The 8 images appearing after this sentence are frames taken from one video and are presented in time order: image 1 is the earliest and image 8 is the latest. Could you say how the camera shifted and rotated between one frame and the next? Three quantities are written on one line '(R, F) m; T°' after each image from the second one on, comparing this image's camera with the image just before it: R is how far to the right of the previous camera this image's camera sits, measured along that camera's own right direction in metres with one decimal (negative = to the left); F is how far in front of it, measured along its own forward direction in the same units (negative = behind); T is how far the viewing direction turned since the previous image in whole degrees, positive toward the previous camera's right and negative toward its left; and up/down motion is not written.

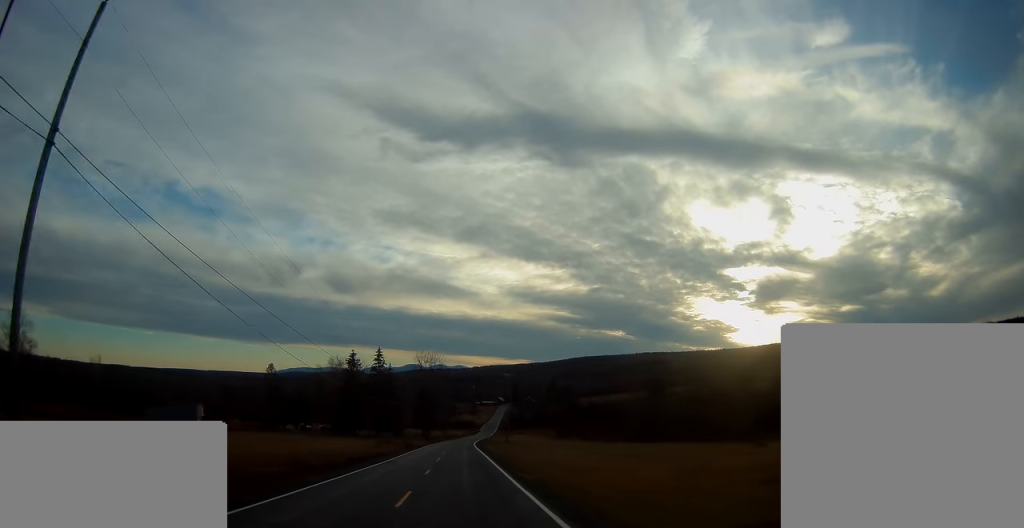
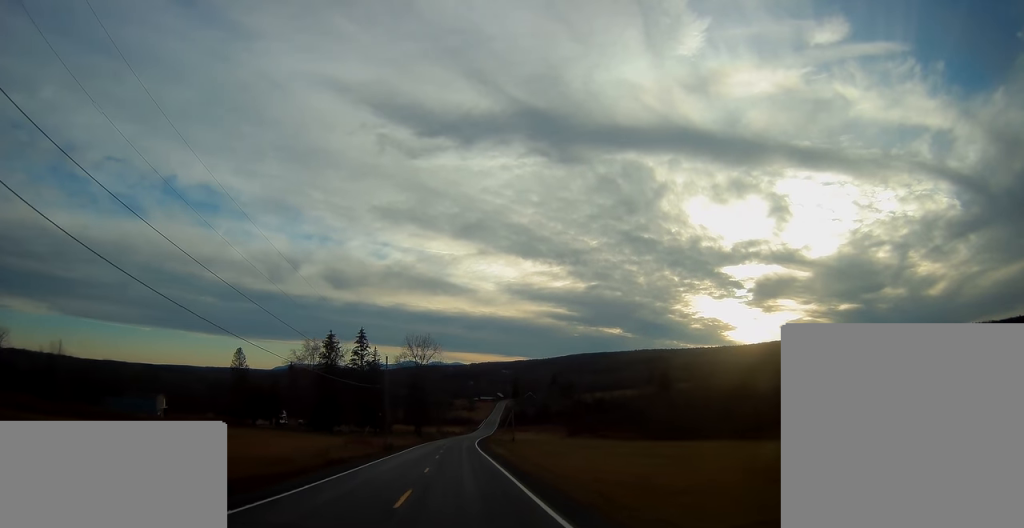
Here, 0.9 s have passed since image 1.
(-0.2, +22.3) m; 0°
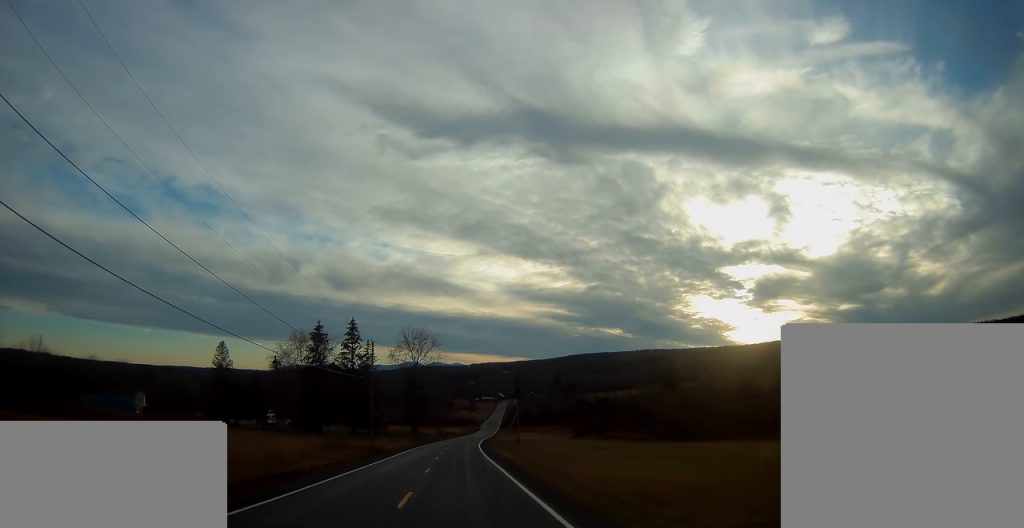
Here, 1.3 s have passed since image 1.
(0.0, +10.7) m; 0°
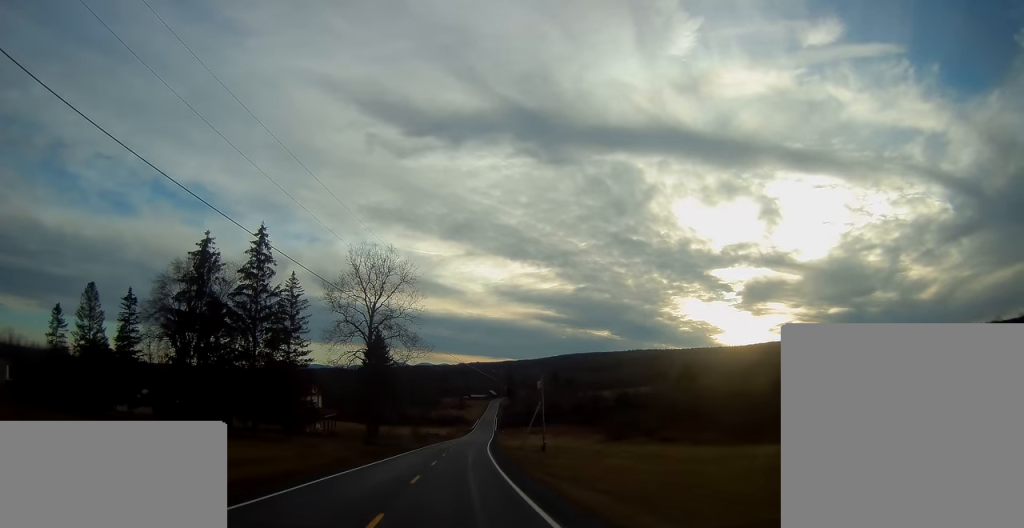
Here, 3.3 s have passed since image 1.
(0.0, +48.0) m; +1°
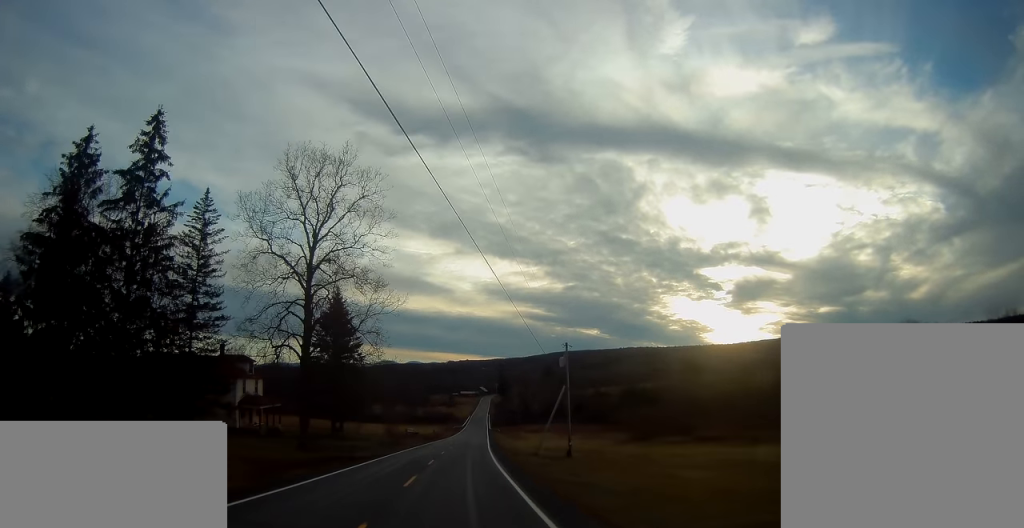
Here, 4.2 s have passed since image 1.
(+0.5, +23.2) m; +2°
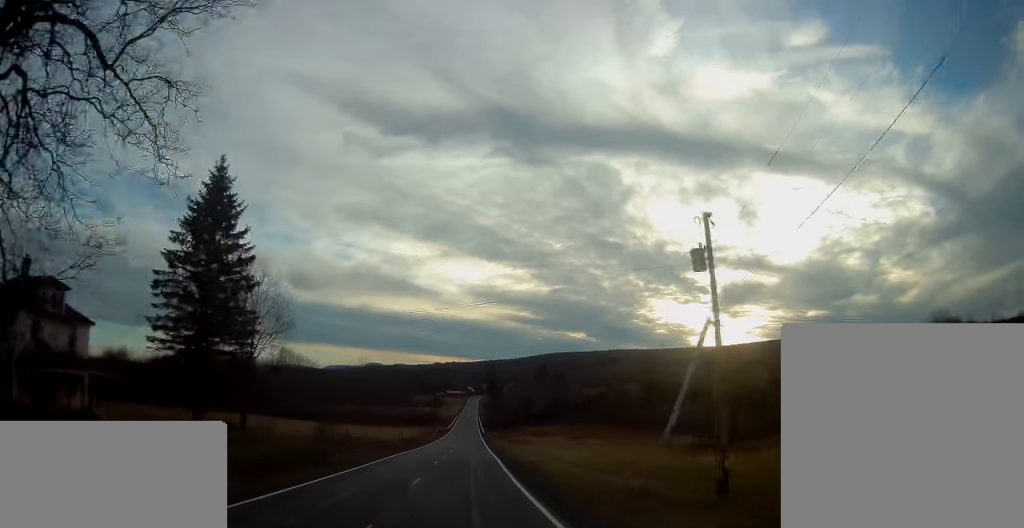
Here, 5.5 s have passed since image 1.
(+0.3, +32.6) m; +1°
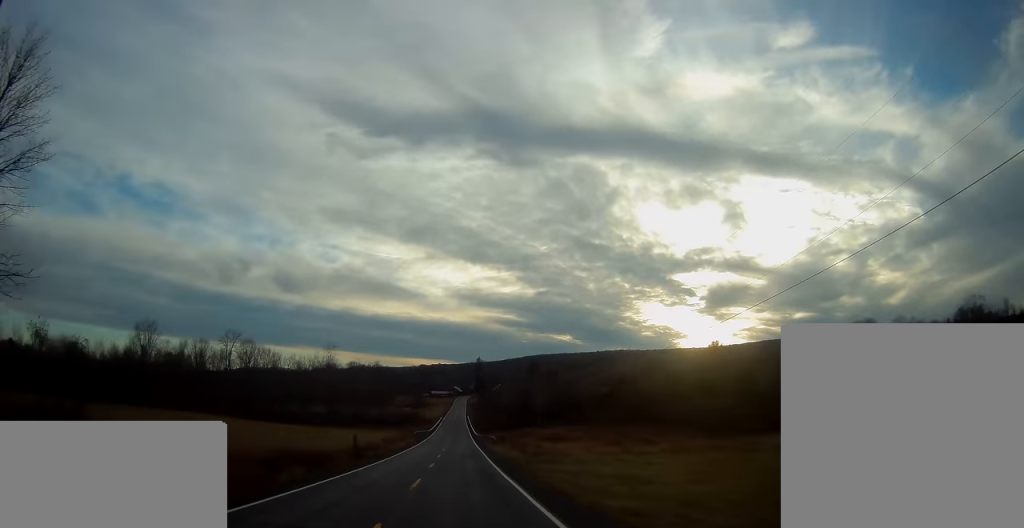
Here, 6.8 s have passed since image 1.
(+0.5, +32.0) m; +1°
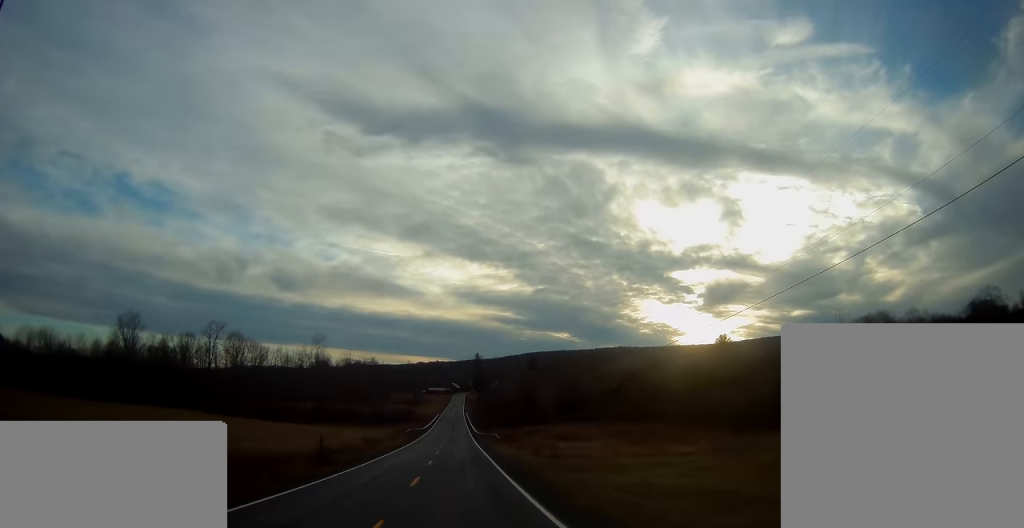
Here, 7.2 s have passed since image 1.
(+0.2, +10.9) m; 0°
